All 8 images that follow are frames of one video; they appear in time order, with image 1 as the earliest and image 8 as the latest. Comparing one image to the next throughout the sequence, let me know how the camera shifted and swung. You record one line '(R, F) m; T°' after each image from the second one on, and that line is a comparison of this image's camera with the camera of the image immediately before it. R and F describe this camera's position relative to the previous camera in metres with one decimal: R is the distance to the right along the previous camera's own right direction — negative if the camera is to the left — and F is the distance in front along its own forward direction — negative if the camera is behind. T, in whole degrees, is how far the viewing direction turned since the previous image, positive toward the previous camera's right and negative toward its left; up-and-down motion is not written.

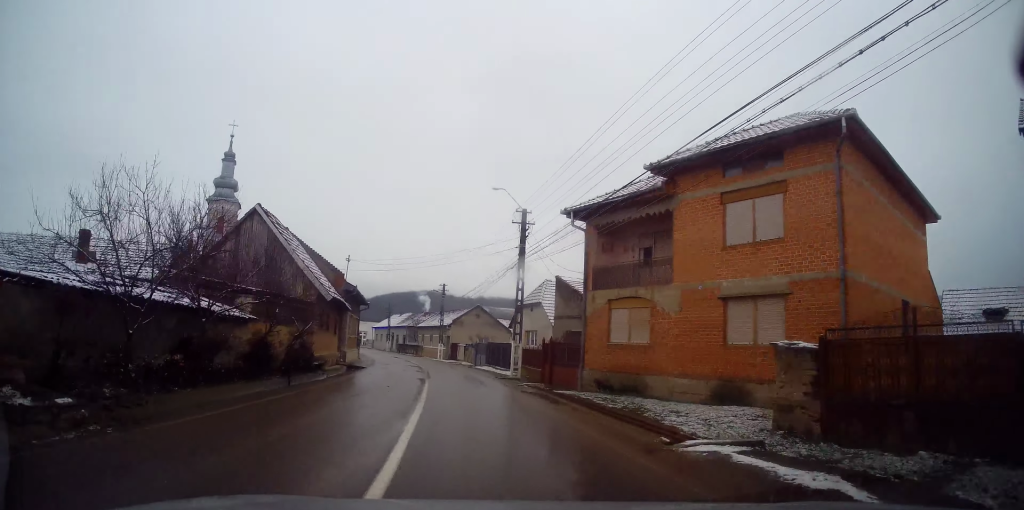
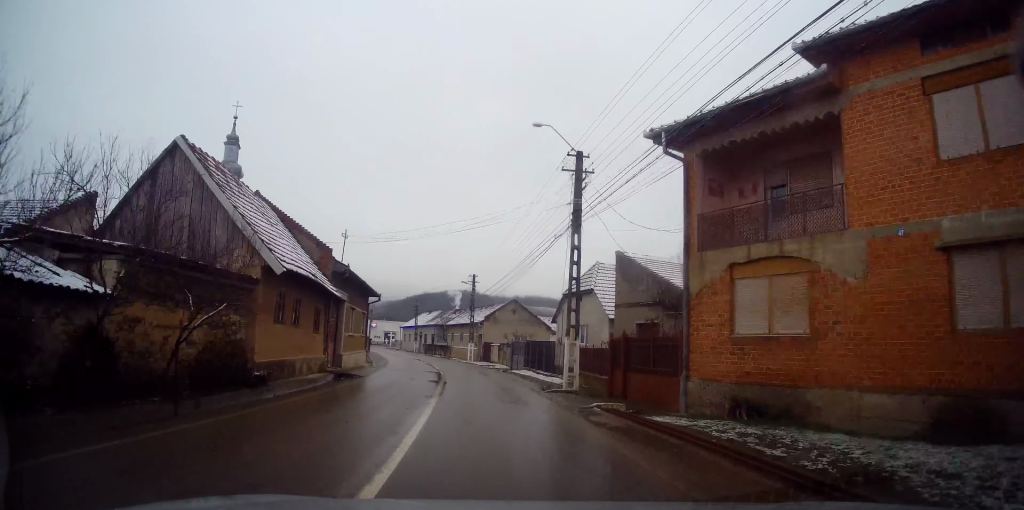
(-0.1, +7.5) m; -5°
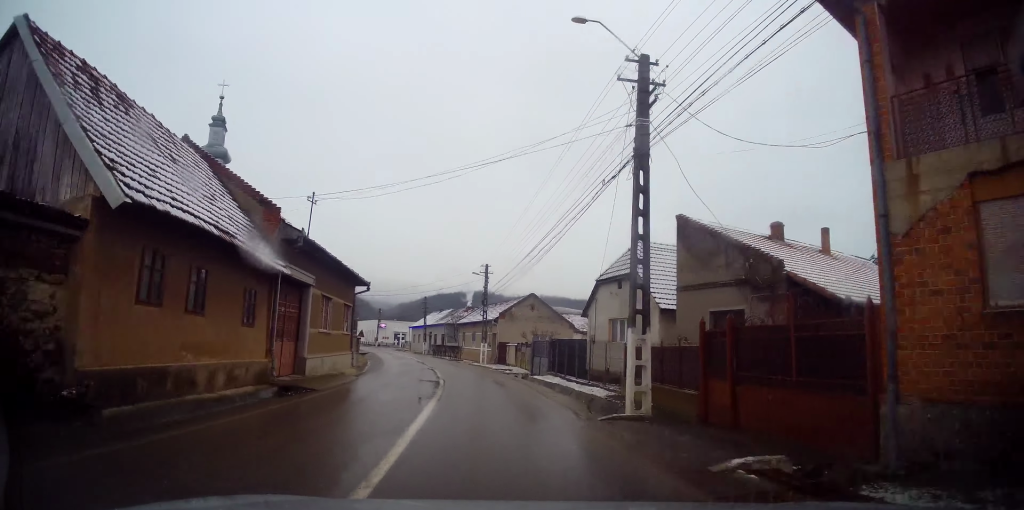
(-0.6, +6.4) m; -3°
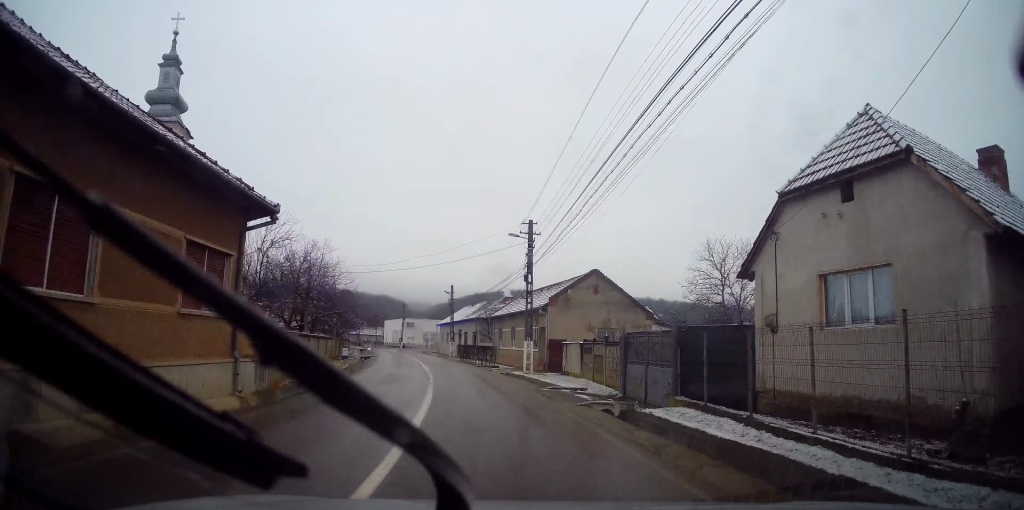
(-0.5, +15.1) m; -4°
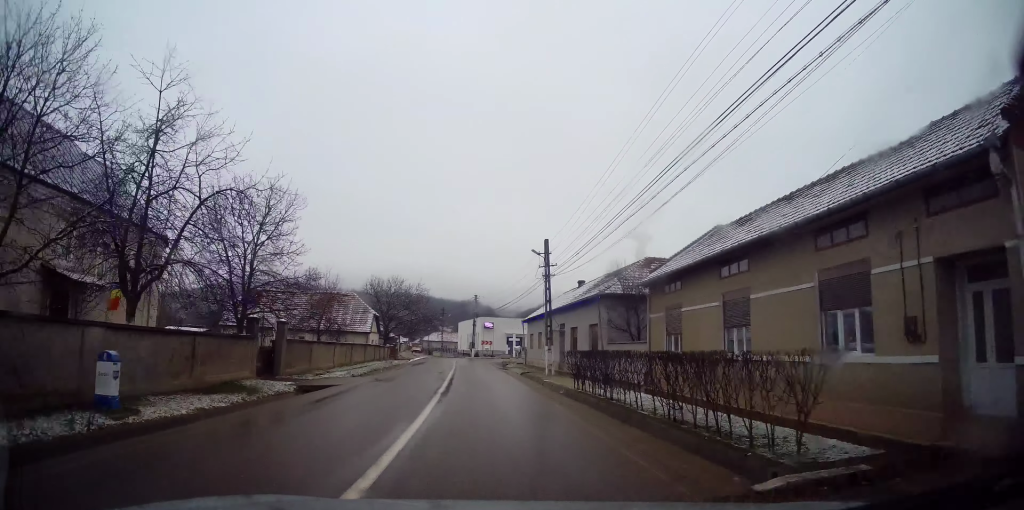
(-1.5, +29.7) m; -8°
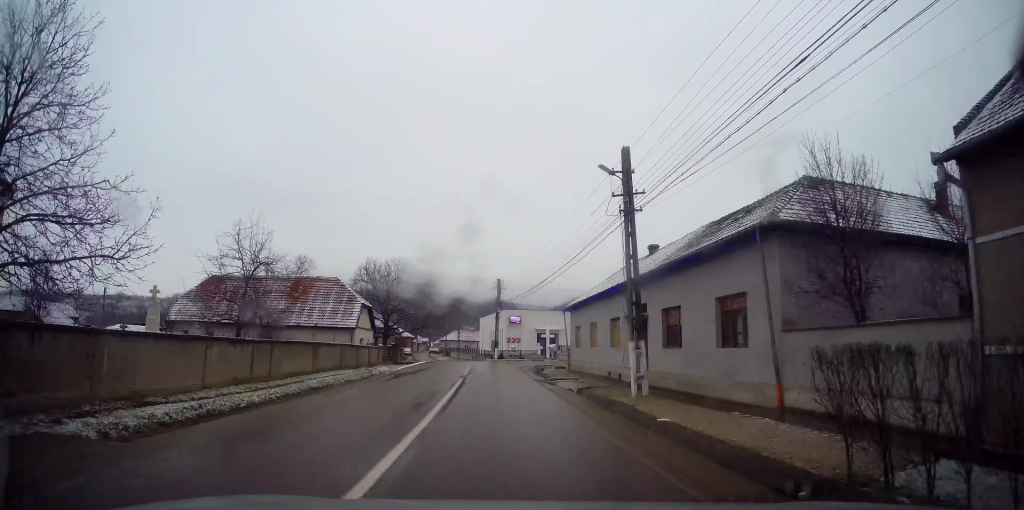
(-1.0, +15.3) m; -2°
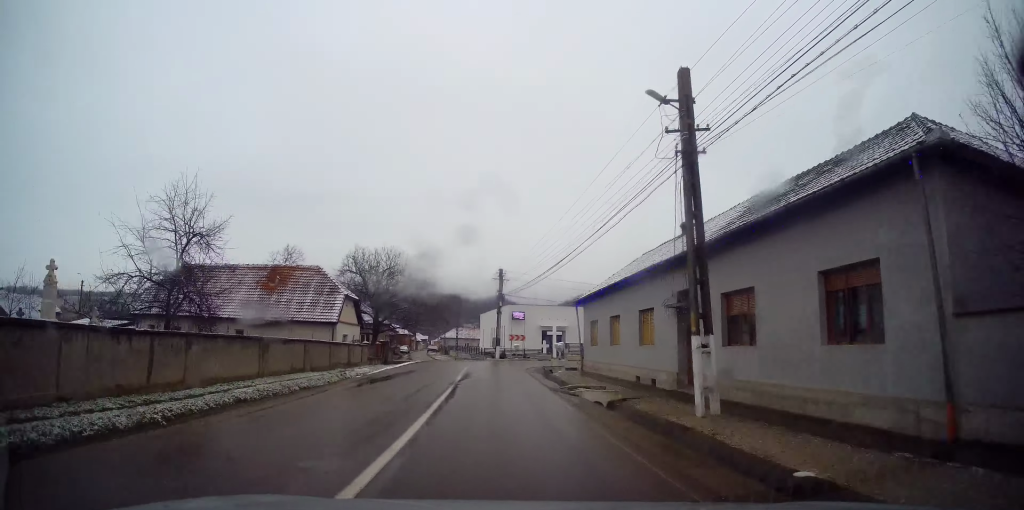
(+0.2, +5.4) m; 0°
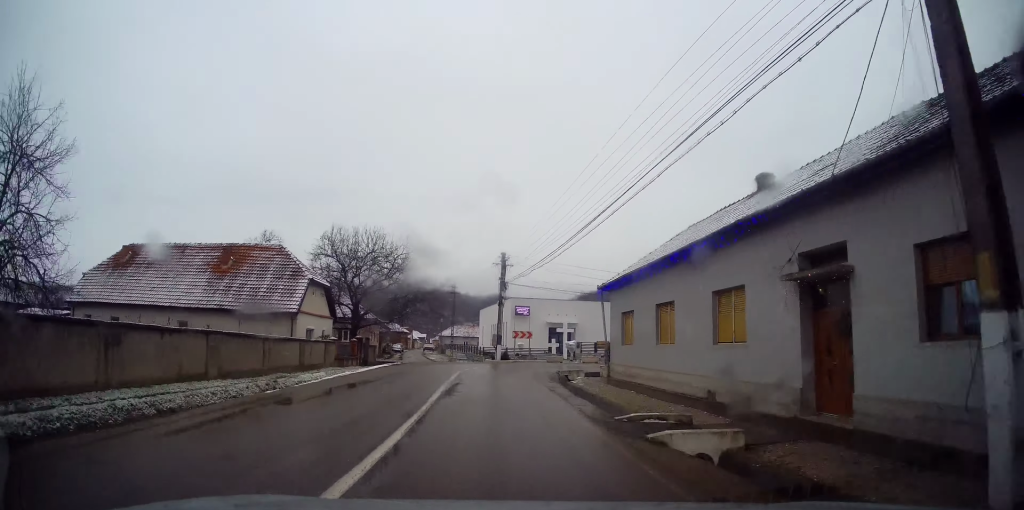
(0.0, +7.6) m; 0°
